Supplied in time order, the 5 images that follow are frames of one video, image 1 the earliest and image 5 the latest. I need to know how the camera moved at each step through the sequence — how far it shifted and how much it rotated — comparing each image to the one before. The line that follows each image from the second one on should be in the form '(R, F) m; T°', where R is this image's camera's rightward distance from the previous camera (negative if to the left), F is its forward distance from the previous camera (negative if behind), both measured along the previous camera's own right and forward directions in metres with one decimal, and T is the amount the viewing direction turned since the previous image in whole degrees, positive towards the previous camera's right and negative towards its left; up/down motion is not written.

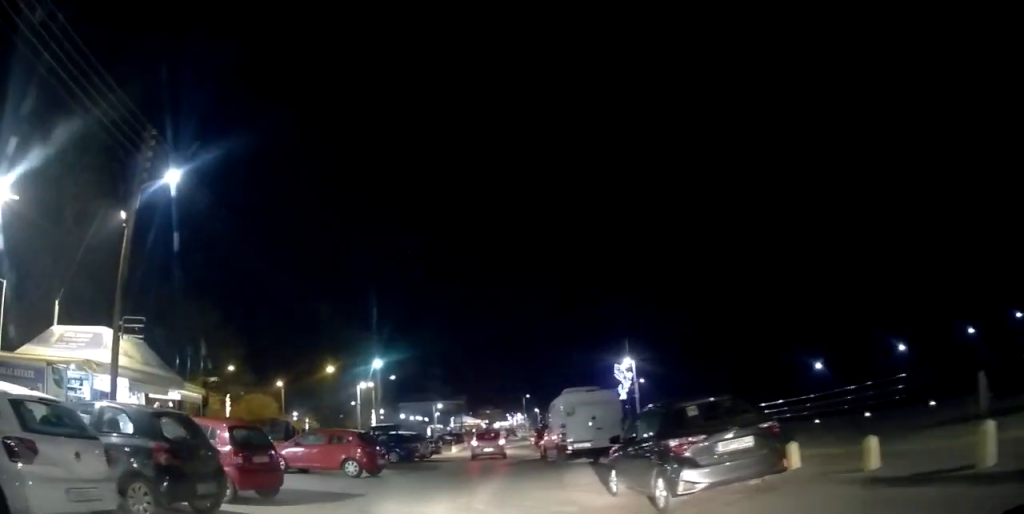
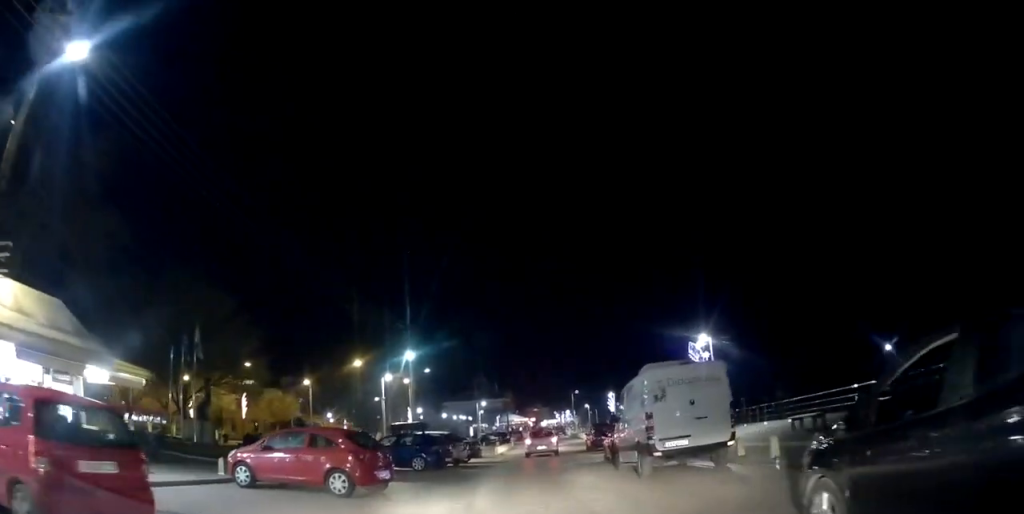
(-0.3, +5.6) m; -4°
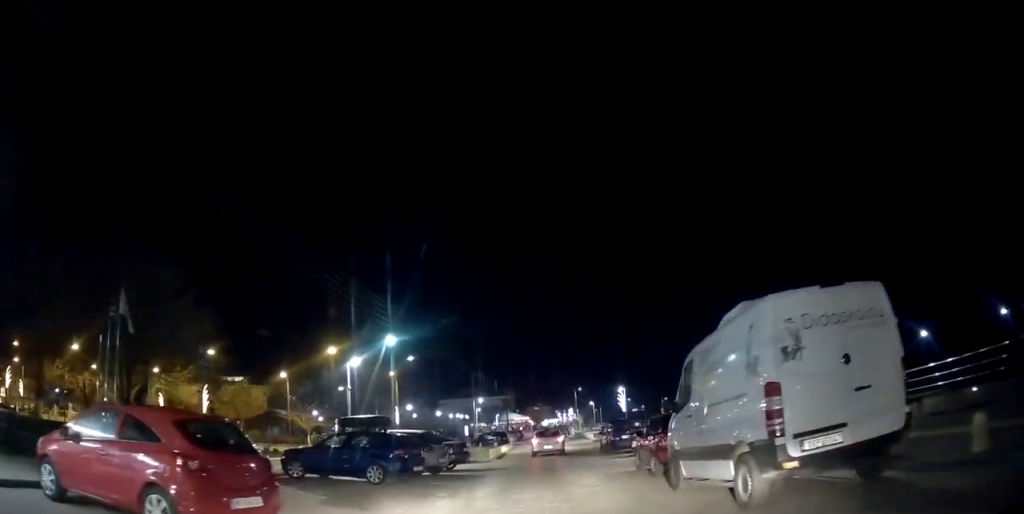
(-0.1, +5.9) m; -1°
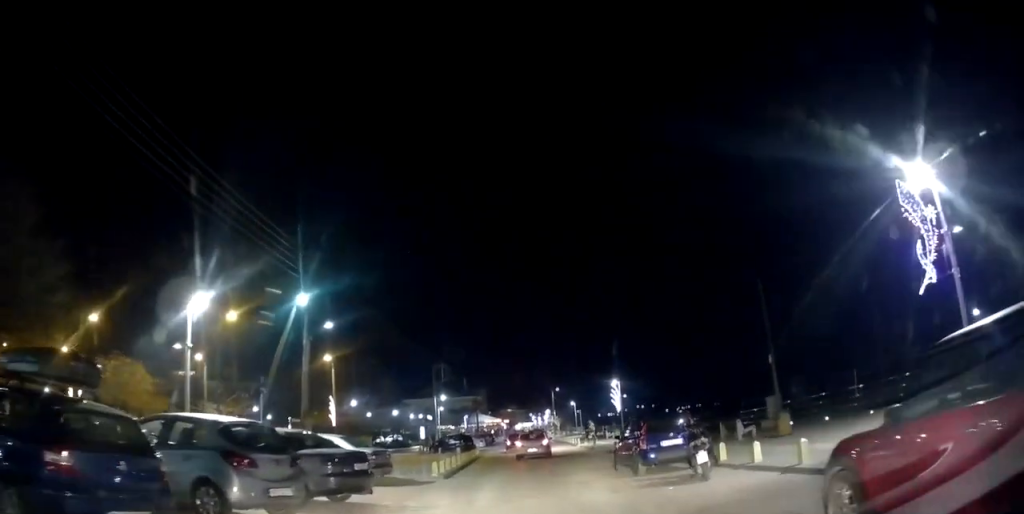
(+0.6, +11.8) m; +6°
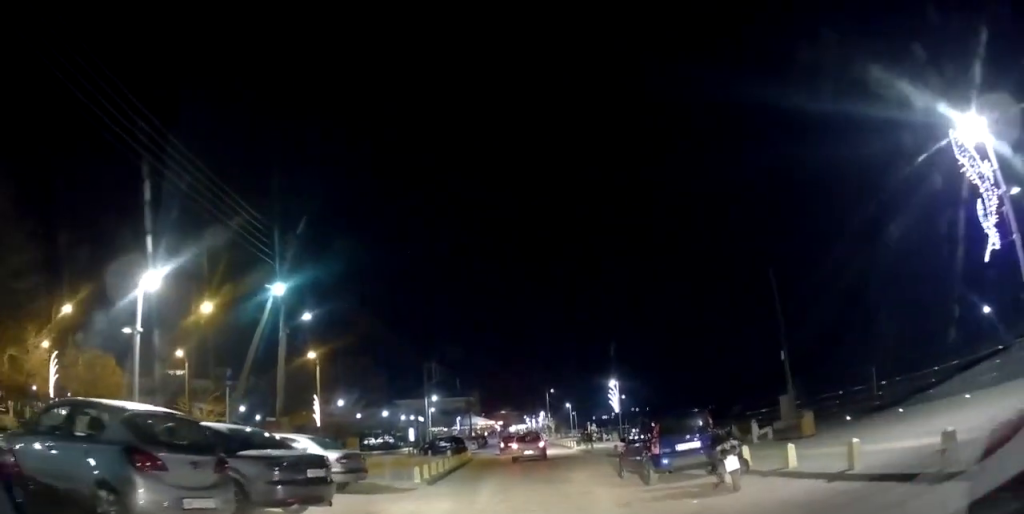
(0.0, +2.1) m; 0°
